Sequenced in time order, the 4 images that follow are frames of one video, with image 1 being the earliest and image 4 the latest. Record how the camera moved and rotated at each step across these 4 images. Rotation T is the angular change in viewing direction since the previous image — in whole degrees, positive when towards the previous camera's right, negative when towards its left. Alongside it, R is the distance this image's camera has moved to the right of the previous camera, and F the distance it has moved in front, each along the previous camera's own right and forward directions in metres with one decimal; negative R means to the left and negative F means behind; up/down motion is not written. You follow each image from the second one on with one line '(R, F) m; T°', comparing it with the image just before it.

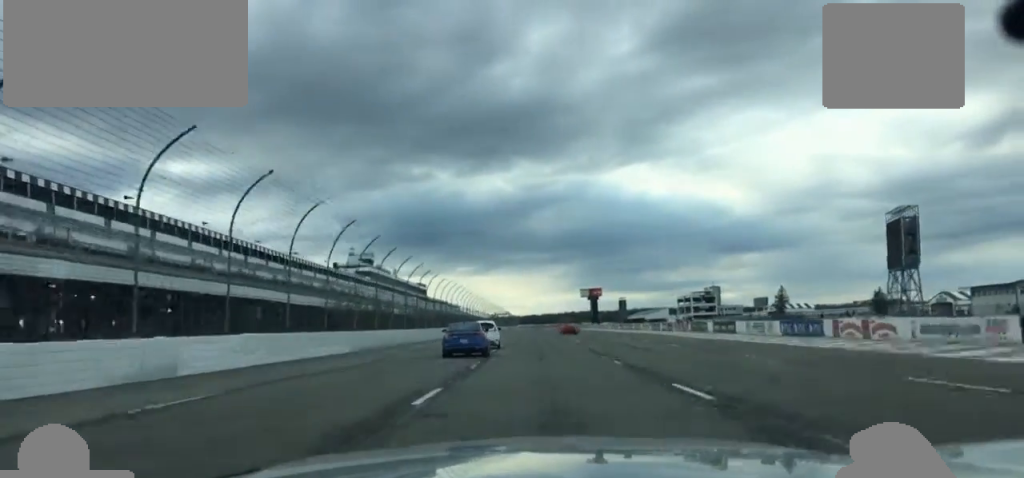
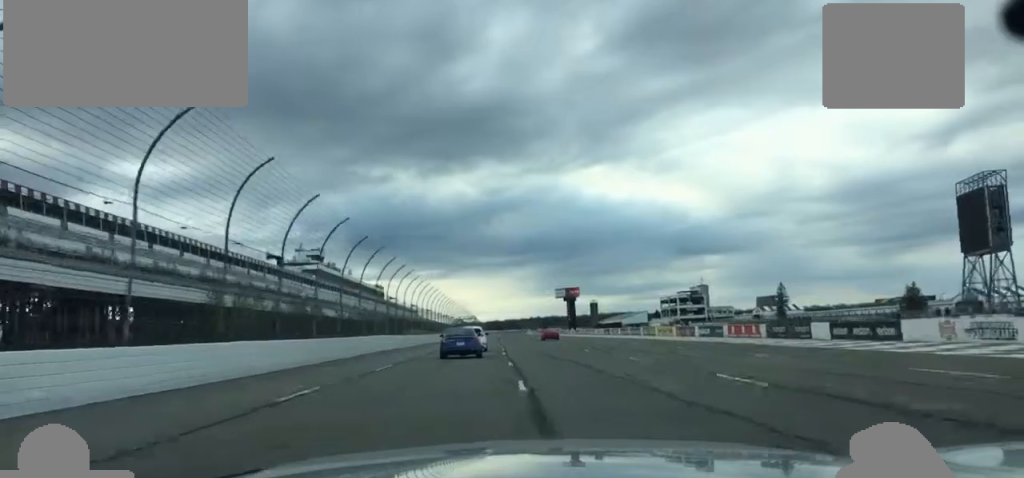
(+0.9, +33.9) m; +2°
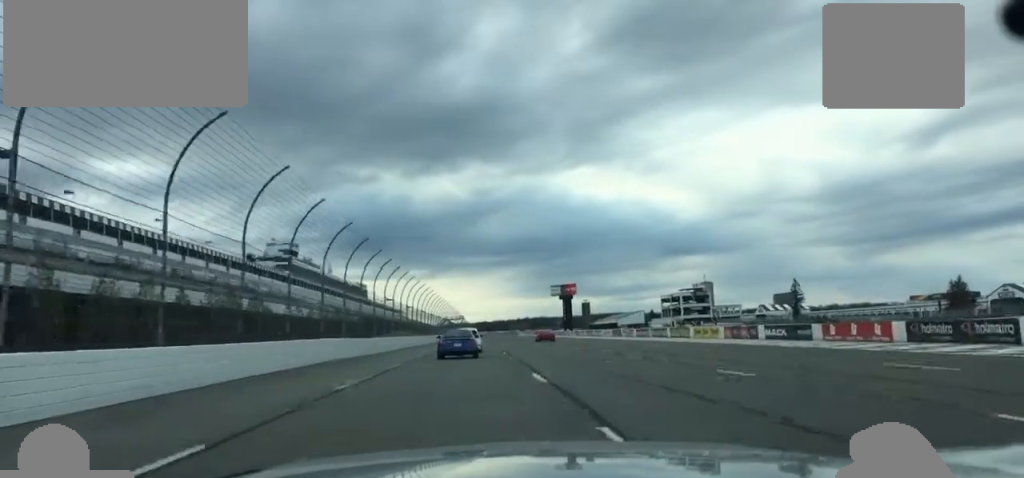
(+0.2, +22.0) m; +1°
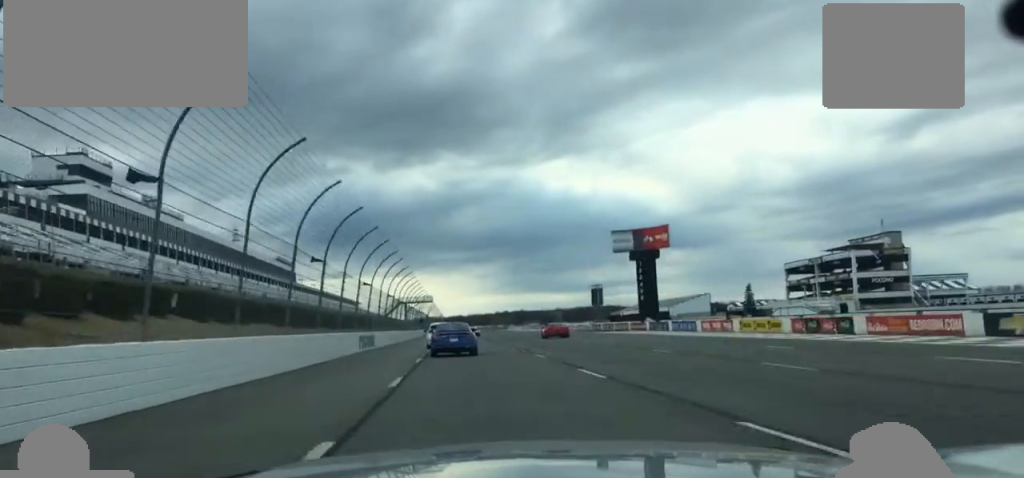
(+4.6, +135.2) m; +3°
